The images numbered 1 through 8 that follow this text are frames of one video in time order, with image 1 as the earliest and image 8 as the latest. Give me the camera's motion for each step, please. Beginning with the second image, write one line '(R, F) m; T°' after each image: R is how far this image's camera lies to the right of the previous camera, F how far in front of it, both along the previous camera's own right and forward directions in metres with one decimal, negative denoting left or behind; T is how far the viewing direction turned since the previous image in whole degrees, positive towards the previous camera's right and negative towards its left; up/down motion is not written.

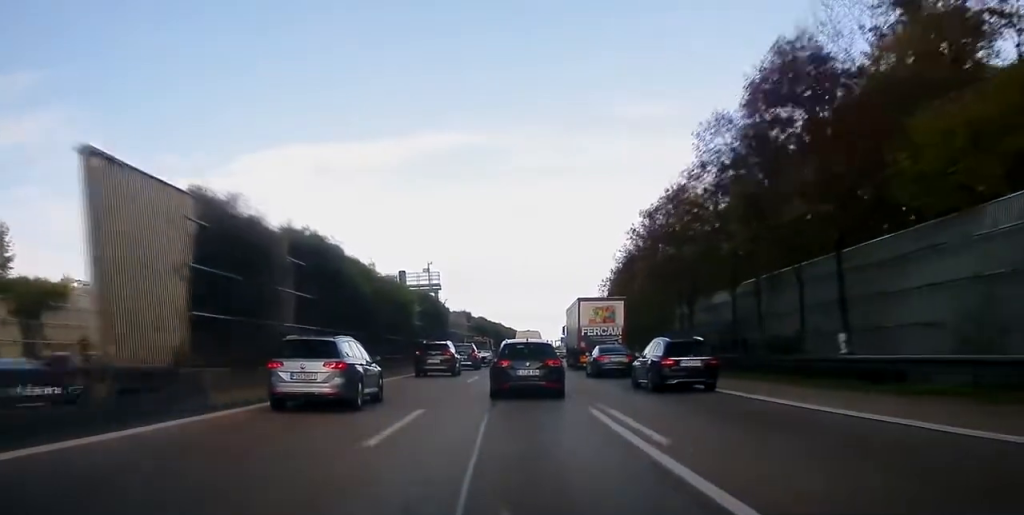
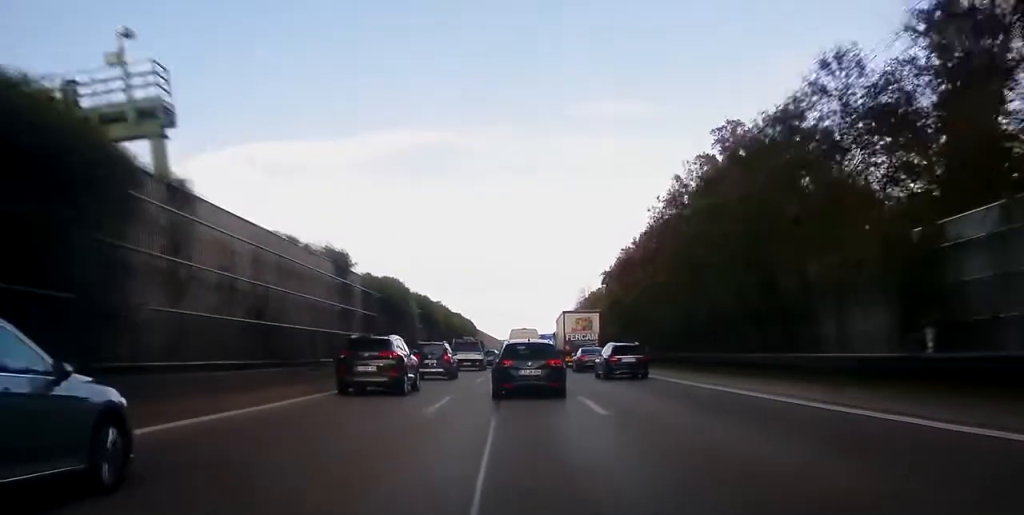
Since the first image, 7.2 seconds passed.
(+1.7, +44.7) m; +4°
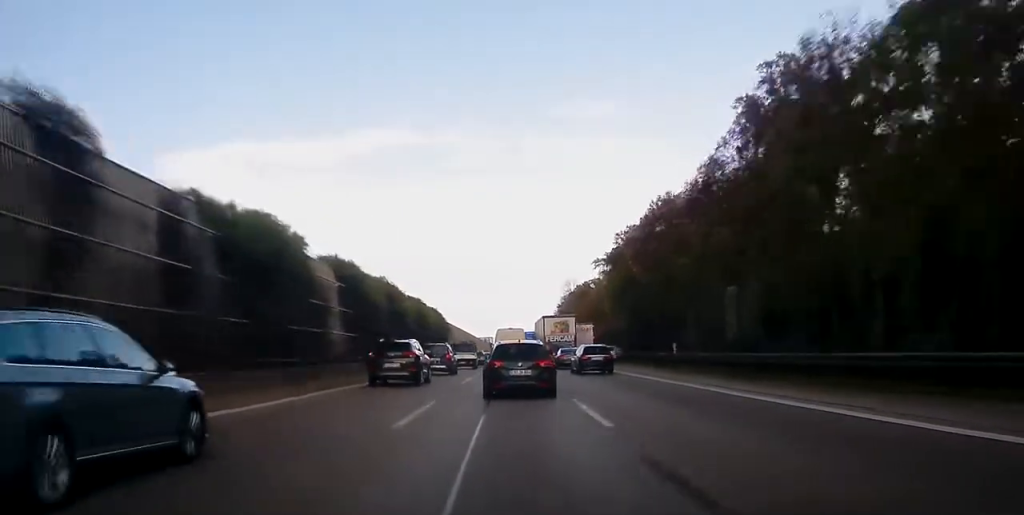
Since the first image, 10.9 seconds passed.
(-0.1, +19.9) m; 0°
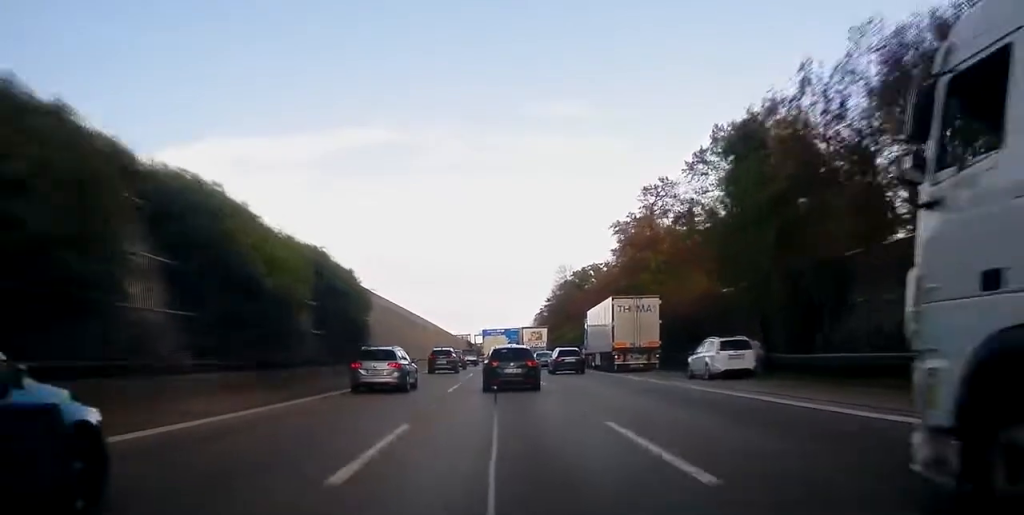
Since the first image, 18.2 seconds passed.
(+1.4, +43.9) m; +3°
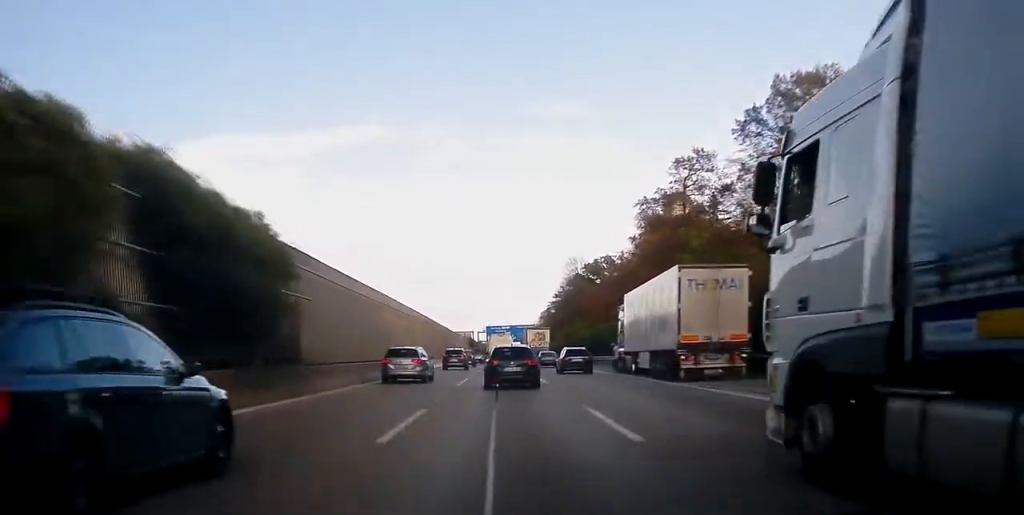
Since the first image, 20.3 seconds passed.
(0.0, +14.2) m; 0°
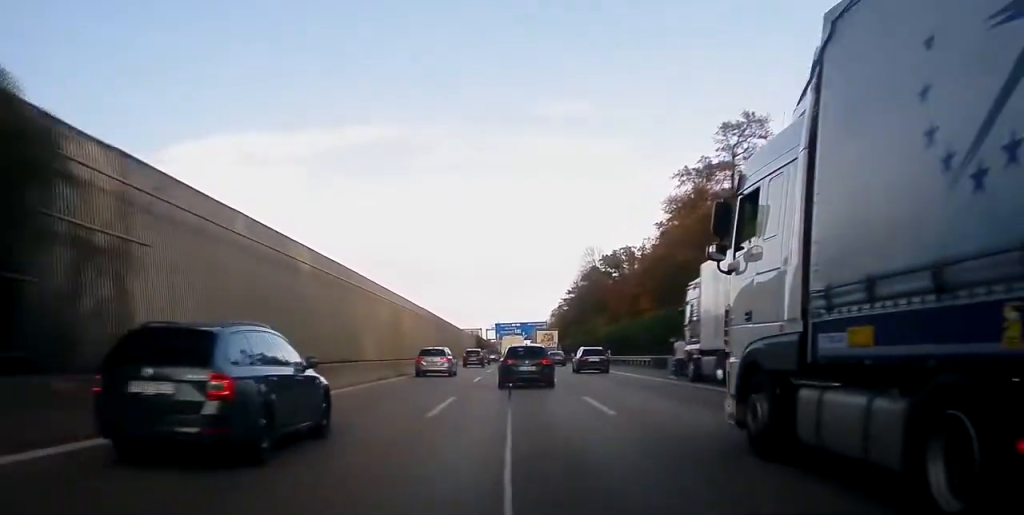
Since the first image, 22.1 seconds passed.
(0.0, +14.3) m; -1°
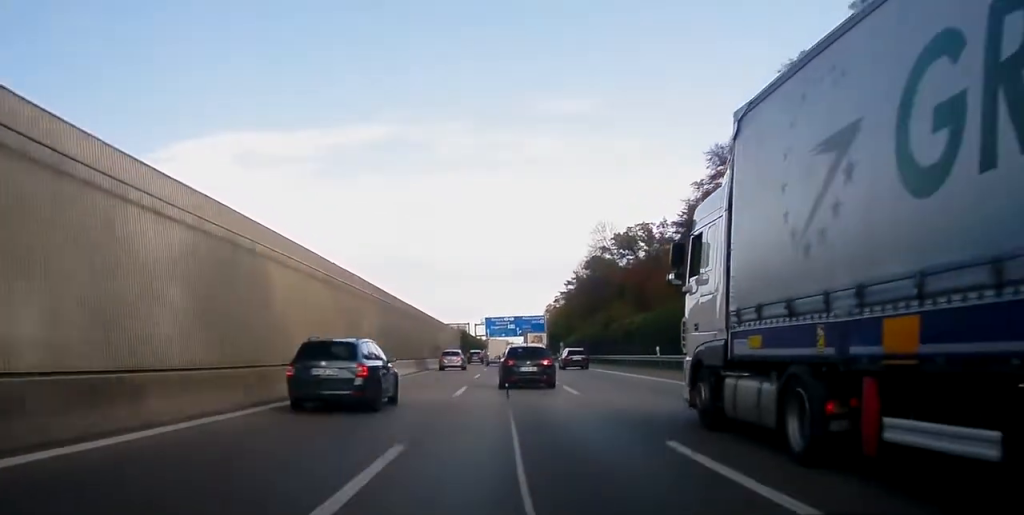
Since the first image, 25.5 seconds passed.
(-0.3, +29.5) m; 0°
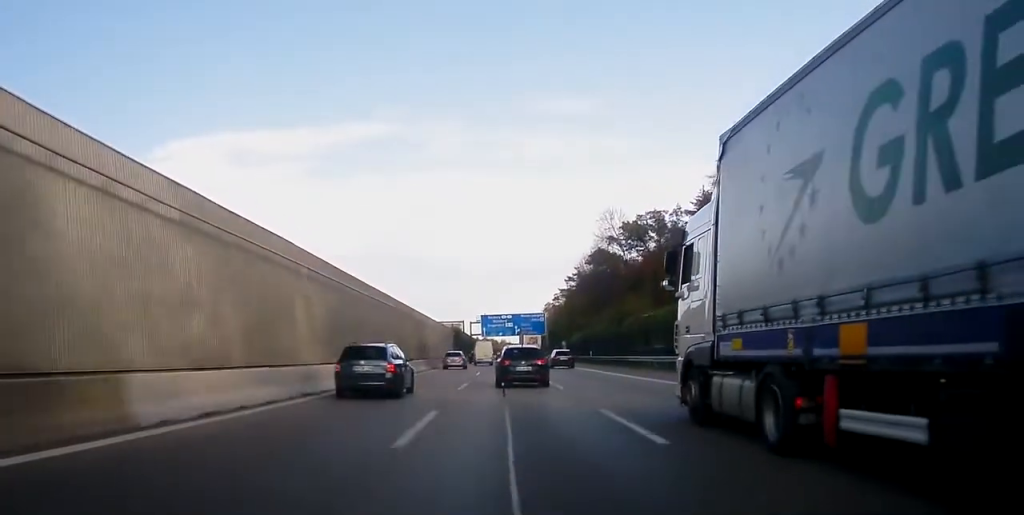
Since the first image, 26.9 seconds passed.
(-0.2, +13.7) m; 0°
